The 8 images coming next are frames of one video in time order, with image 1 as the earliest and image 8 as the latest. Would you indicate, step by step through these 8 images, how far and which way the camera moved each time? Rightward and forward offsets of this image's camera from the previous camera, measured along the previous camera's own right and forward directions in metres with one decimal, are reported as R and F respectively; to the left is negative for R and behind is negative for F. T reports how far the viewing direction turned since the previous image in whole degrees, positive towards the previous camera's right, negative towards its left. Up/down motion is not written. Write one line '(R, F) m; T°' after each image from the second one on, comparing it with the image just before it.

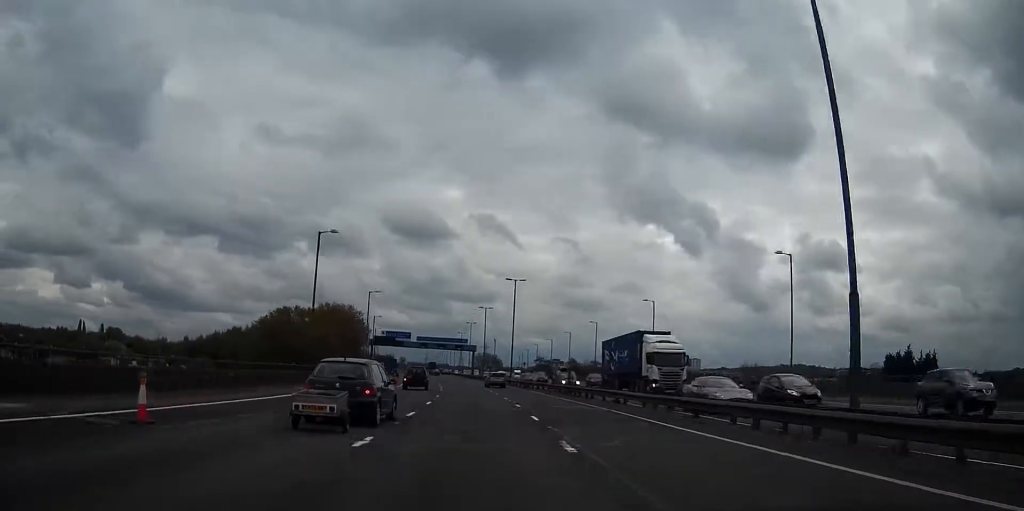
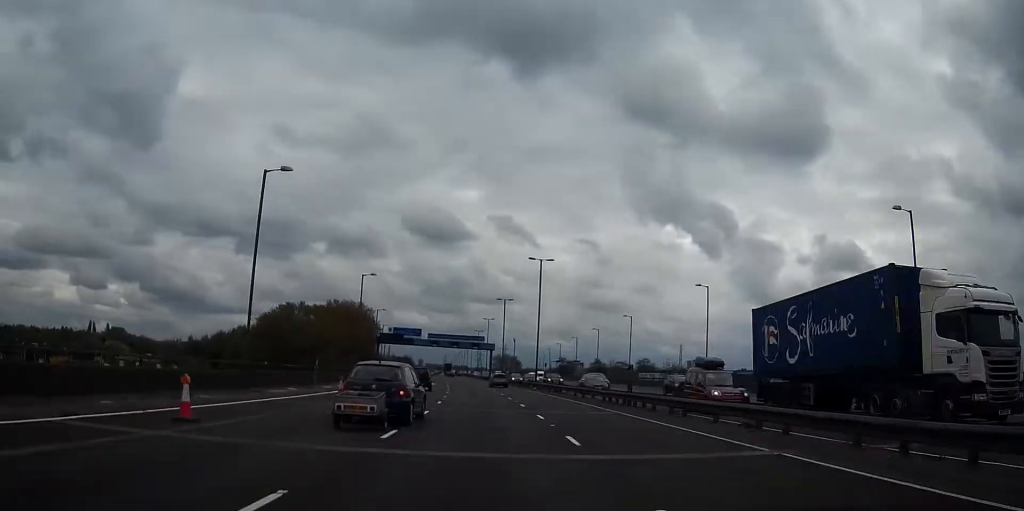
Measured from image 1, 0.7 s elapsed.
(+0.1, +15.8) m; -1°
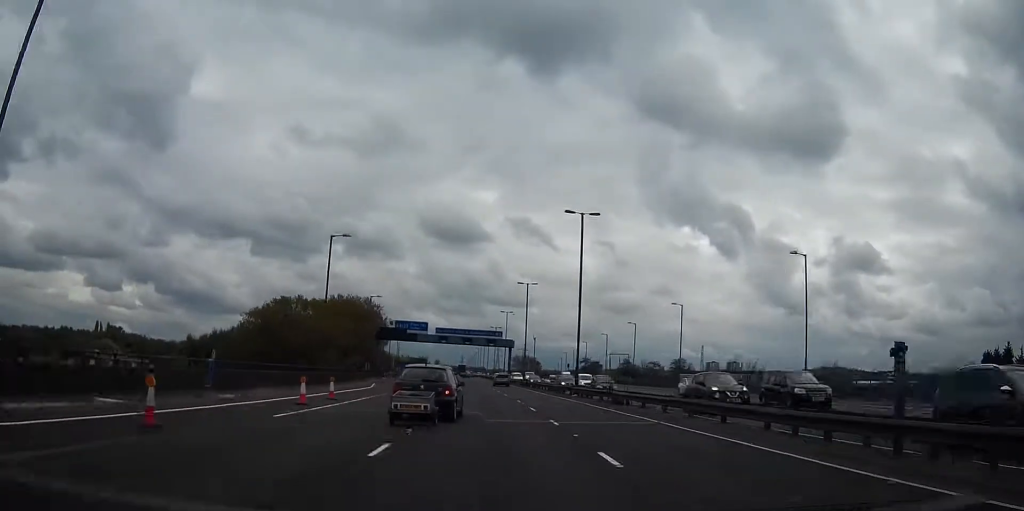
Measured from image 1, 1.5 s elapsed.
(-0.5, +21.1) m; -2°
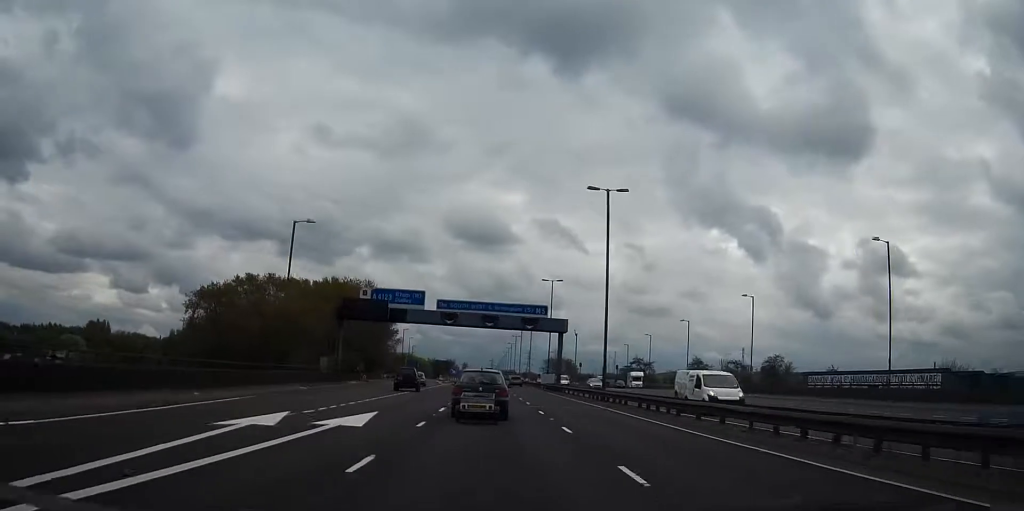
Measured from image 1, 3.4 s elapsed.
(-1.1, +46.3) m; -2°
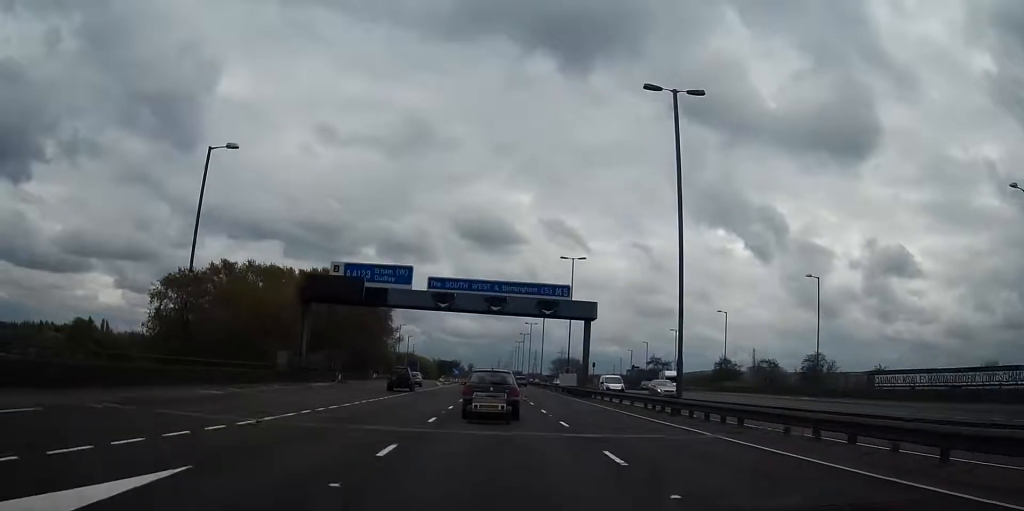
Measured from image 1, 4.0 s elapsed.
(-0.1, +15.7) m; 0°
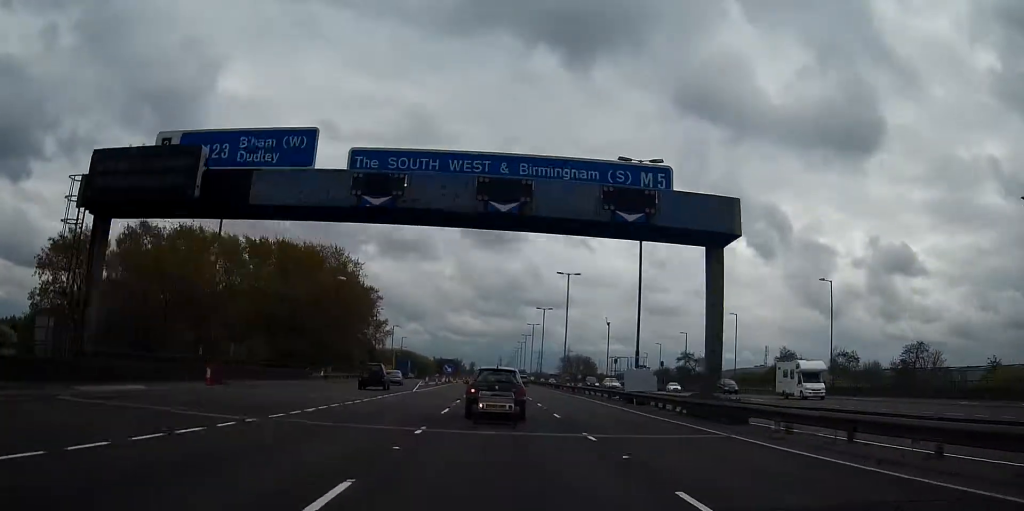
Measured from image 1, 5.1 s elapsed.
(-0.1, +30.9) m; 0°
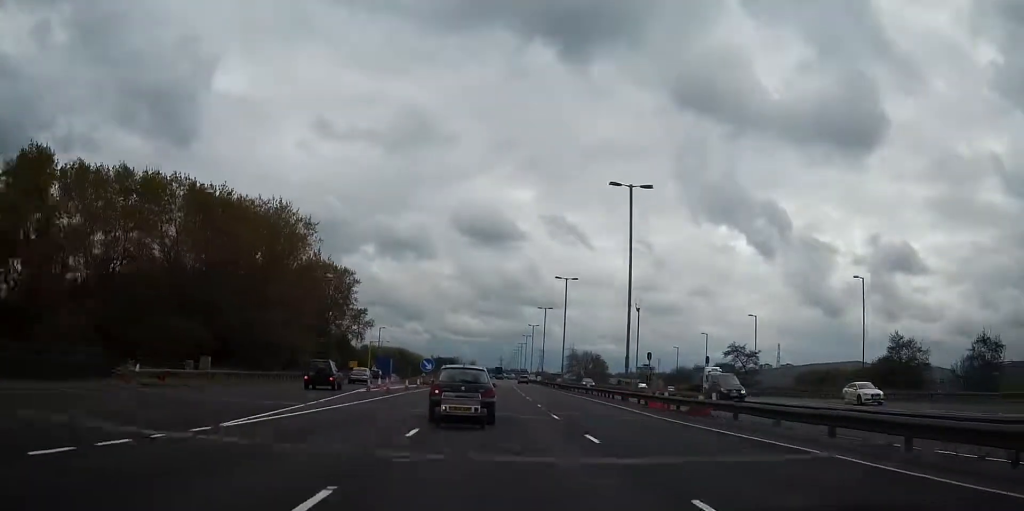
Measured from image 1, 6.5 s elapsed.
(0.0, +35.2) m; 0°
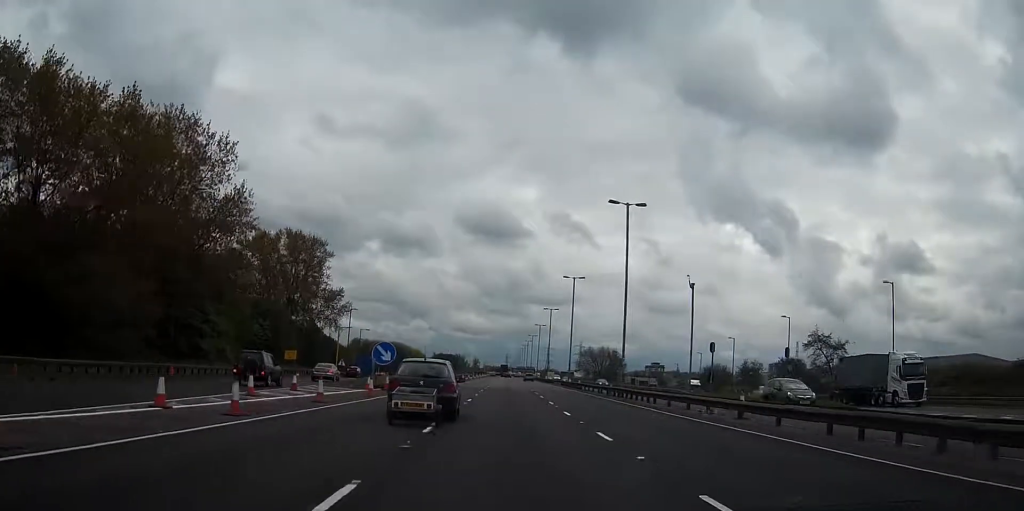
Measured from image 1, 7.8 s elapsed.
(+0.1, +34.7) m; 0°
